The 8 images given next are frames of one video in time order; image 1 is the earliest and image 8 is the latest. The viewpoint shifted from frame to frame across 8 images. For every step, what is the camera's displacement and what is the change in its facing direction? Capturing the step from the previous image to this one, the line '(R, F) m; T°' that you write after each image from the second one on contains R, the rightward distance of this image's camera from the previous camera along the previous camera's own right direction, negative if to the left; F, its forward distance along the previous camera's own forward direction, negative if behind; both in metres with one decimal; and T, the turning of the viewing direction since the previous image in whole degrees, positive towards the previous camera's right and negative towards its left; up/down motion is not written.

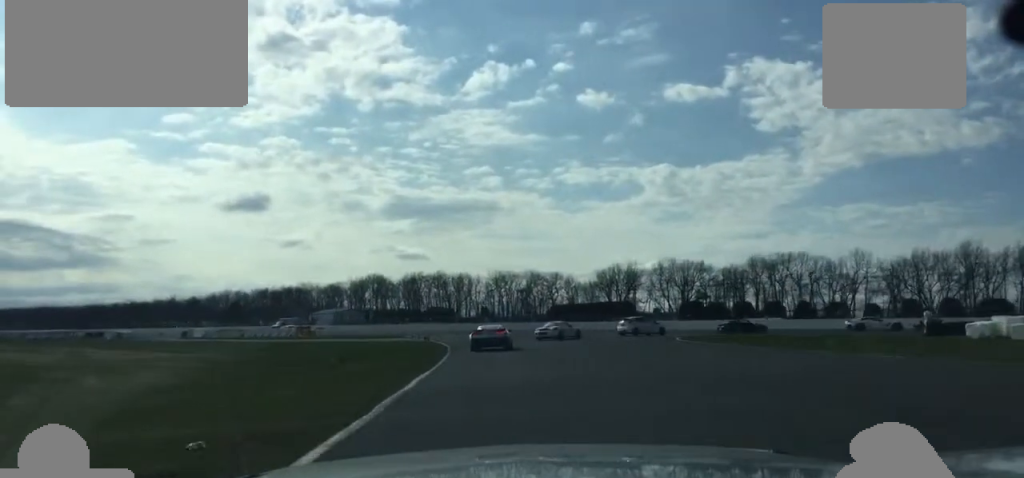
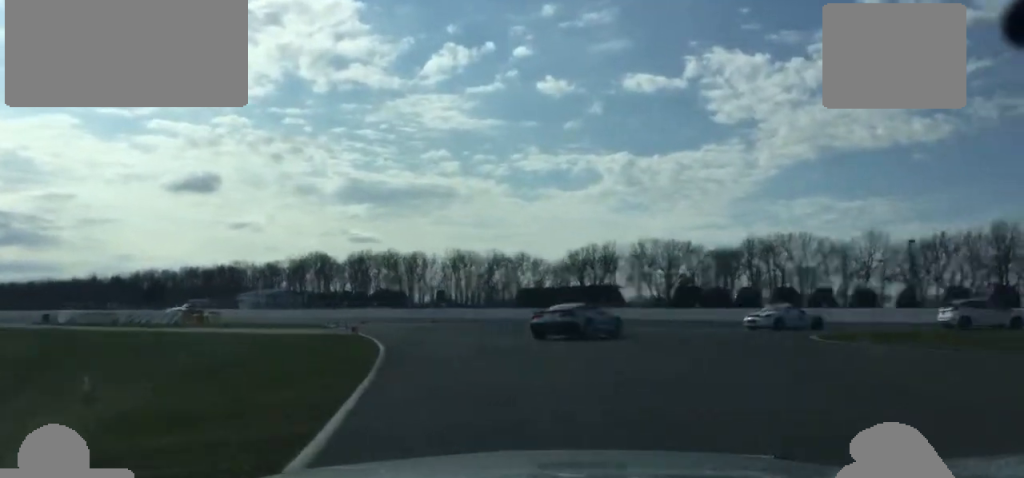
(+0.8, +22.1) m; +6°
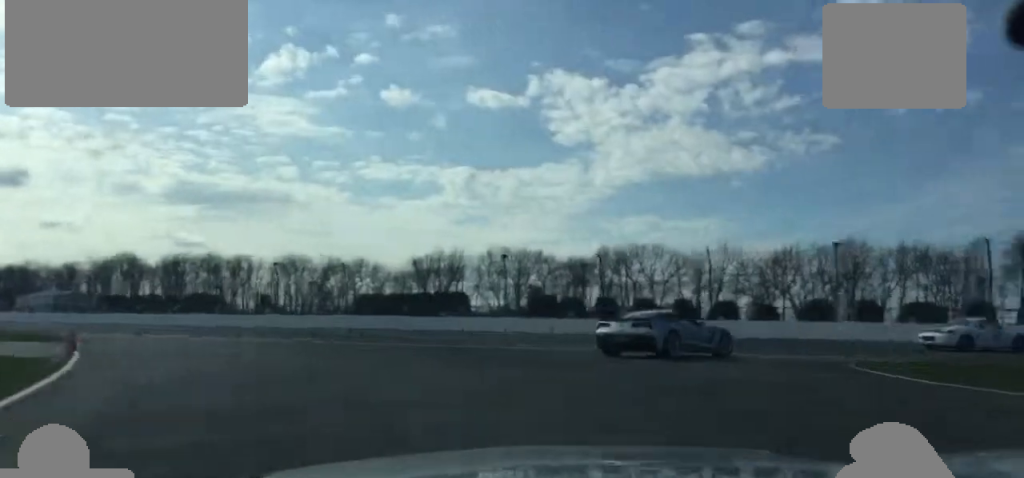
(+0.3, +14.1) m; +9°
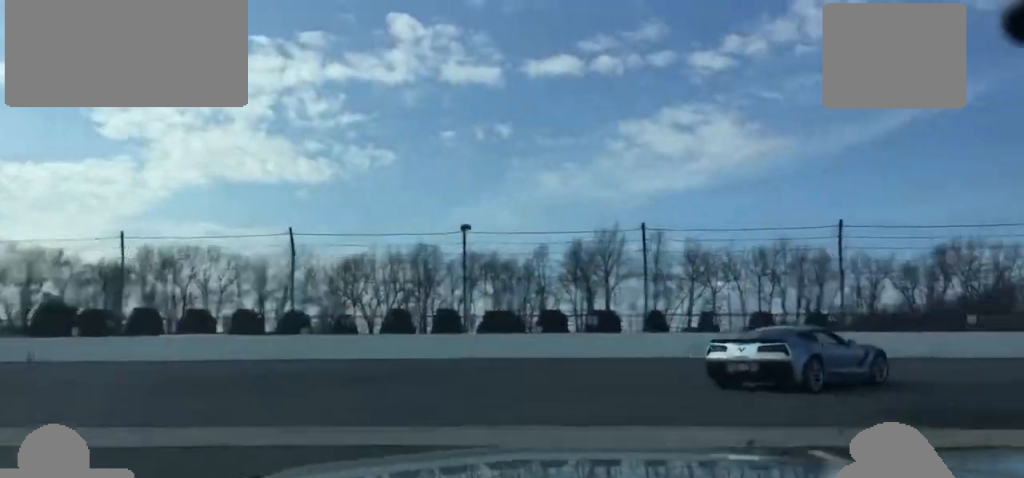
(+3.2, +18.0) m; +29°
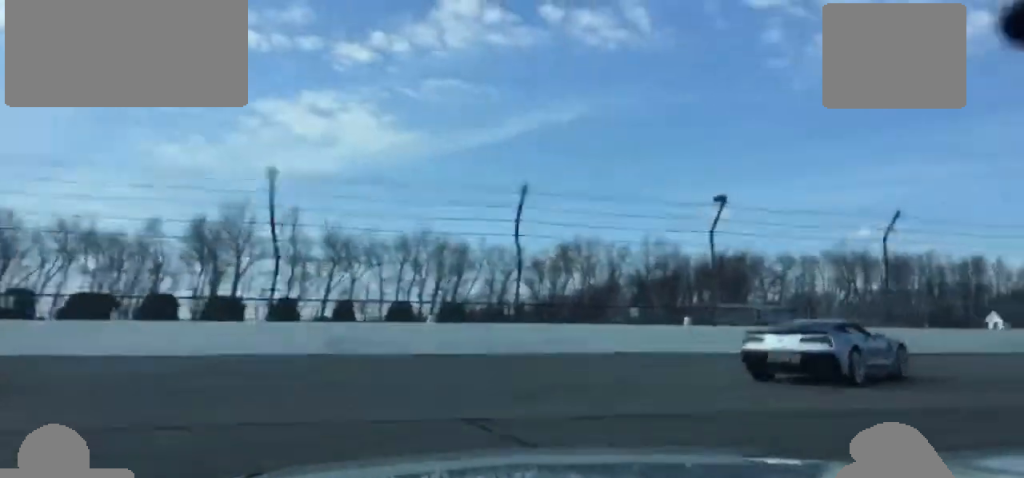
(+3.2, +10.0) m; +26°
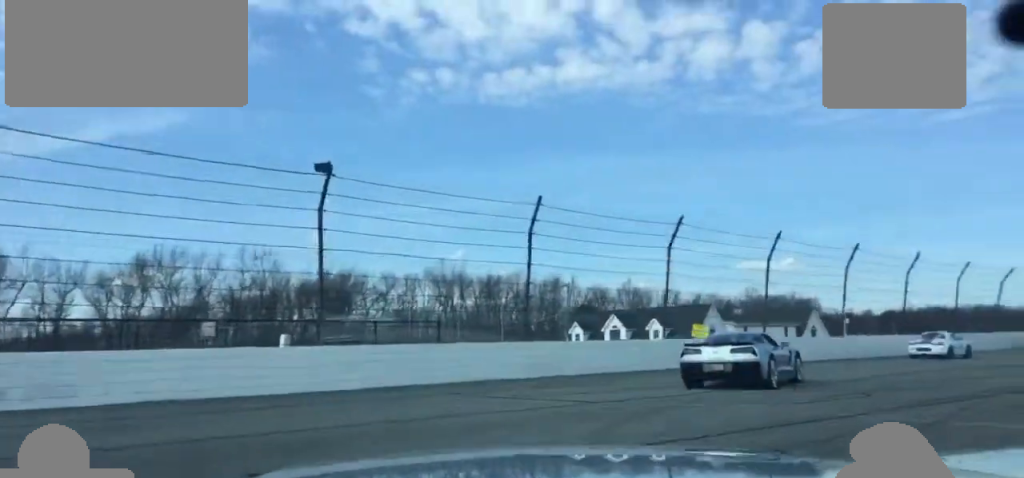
(+2.8, +10.3) m; +24°
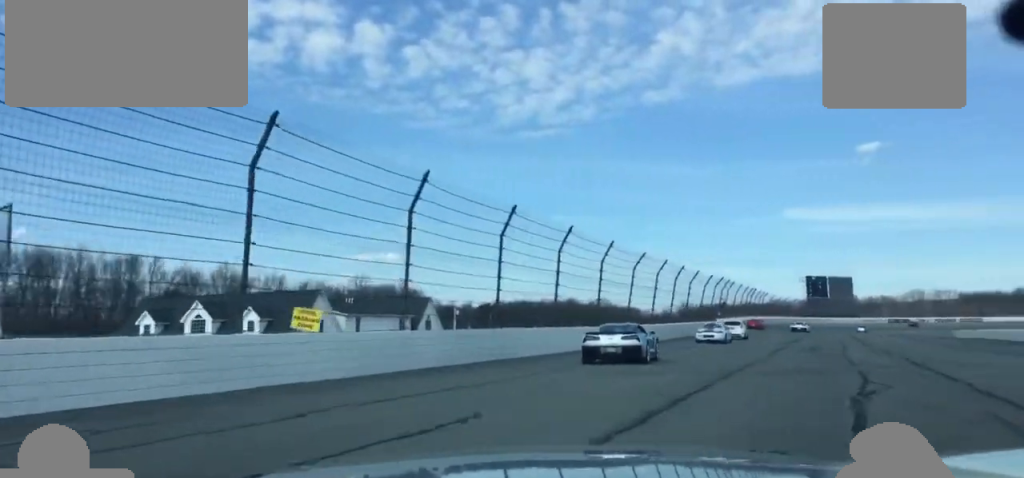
(+3.9, +15.2) m; +22°
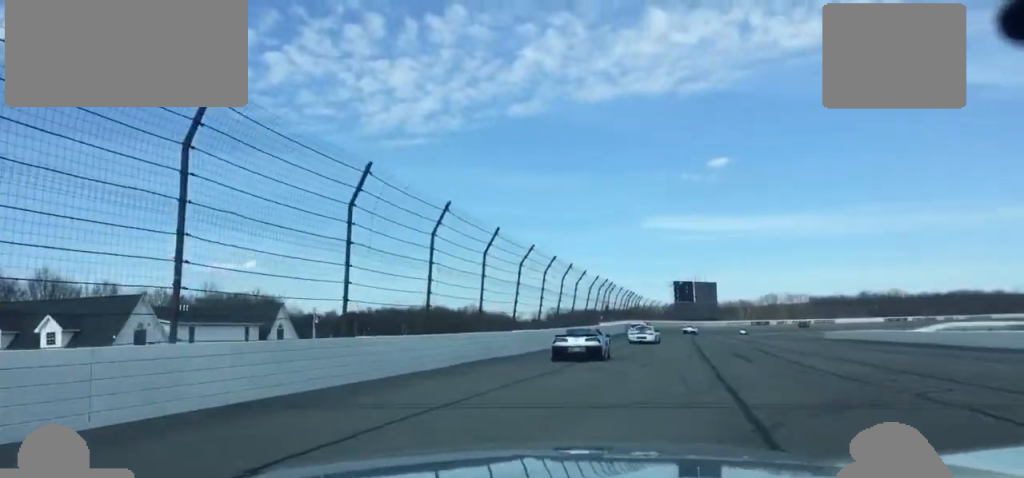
(+0.4, +10.0) m; +9°
